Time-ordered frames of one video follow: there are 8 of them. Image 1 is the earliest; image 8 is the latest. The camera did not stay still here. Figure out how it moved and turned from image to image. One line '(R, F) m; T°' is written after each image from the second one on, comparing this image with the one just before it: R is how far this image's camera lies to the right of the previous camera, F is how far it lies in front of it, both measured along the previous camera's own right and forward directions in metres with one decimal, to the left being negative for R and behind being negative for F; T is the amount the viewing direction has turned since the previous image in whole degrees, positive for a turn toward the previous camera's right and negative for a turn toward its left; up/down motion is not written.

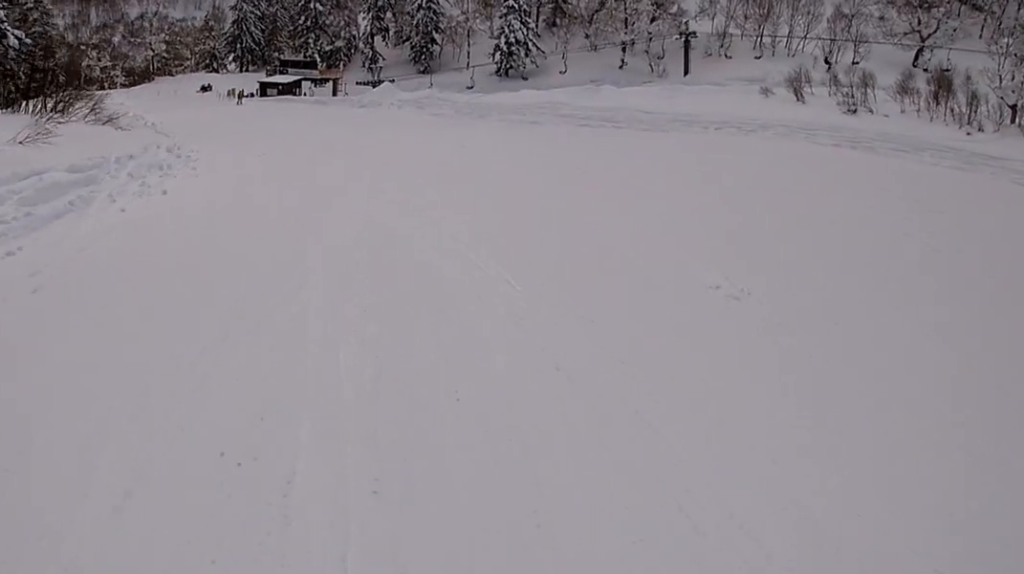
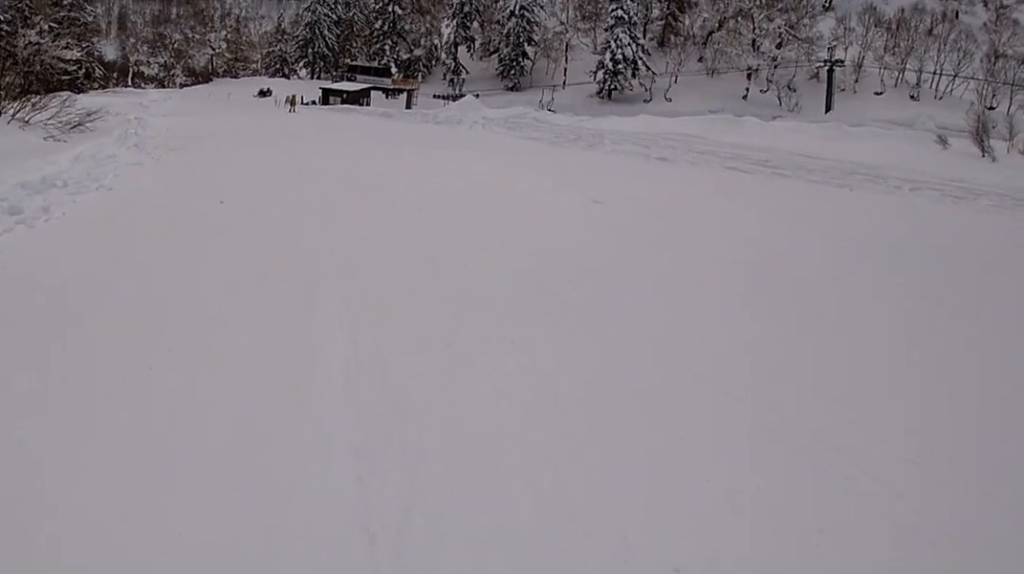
(-2.8, +11.2) m; -24°
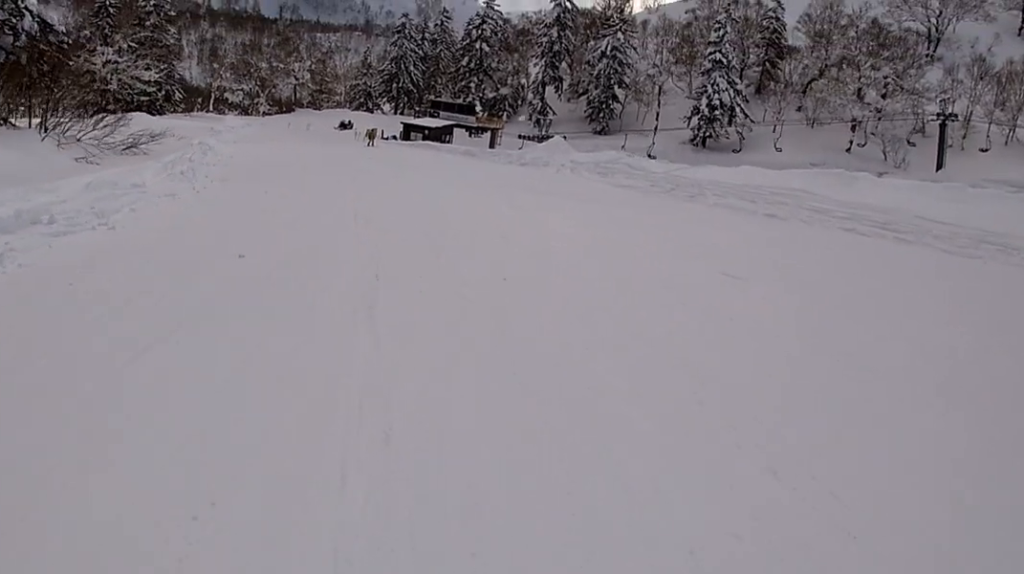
(-0.4, +3.3) m; -3°
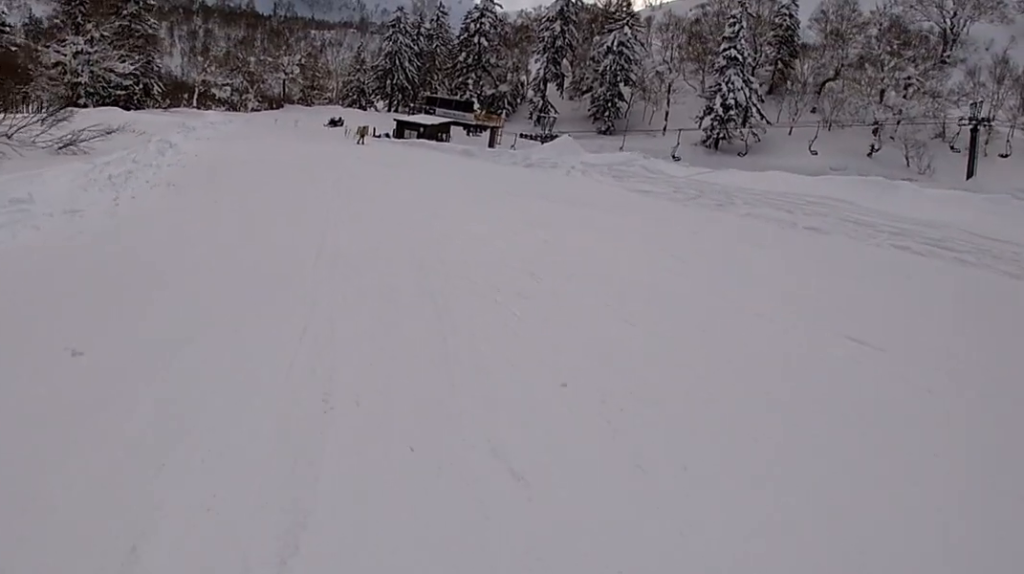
(+0.5, +4.5) m; -1°
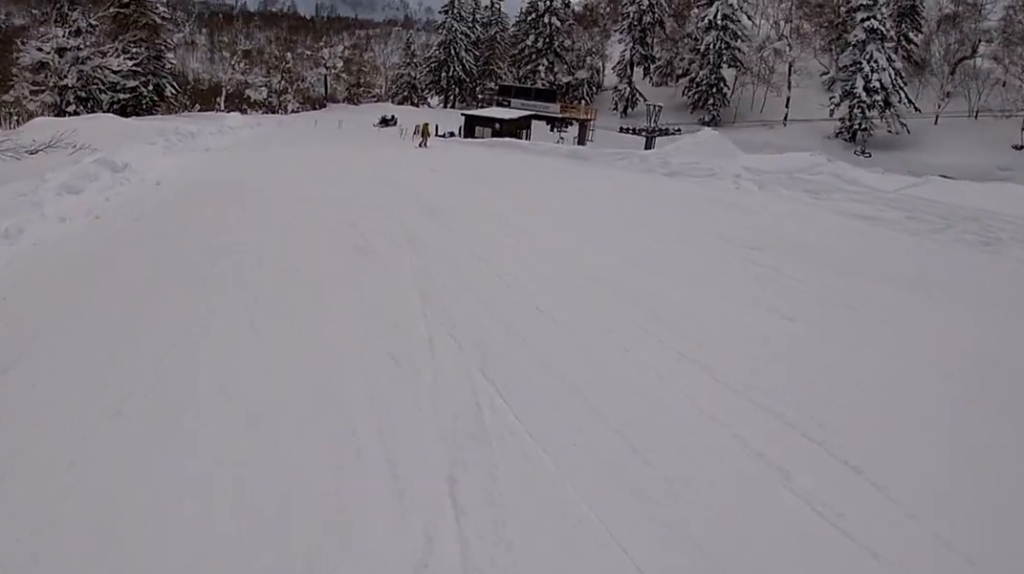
(-1.7, +12.5) m; -11°
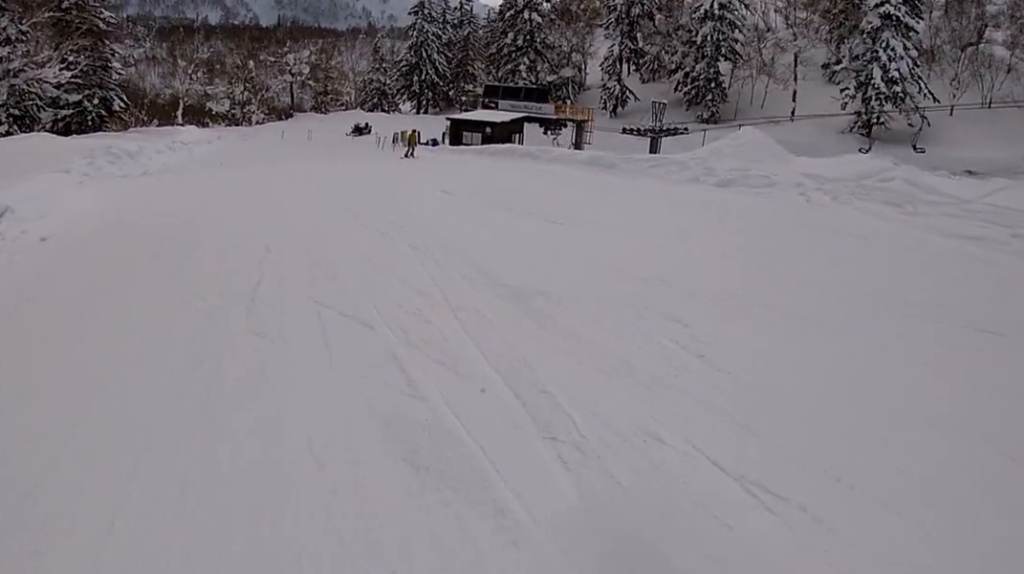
(-0.1, +6.0) m; +3°
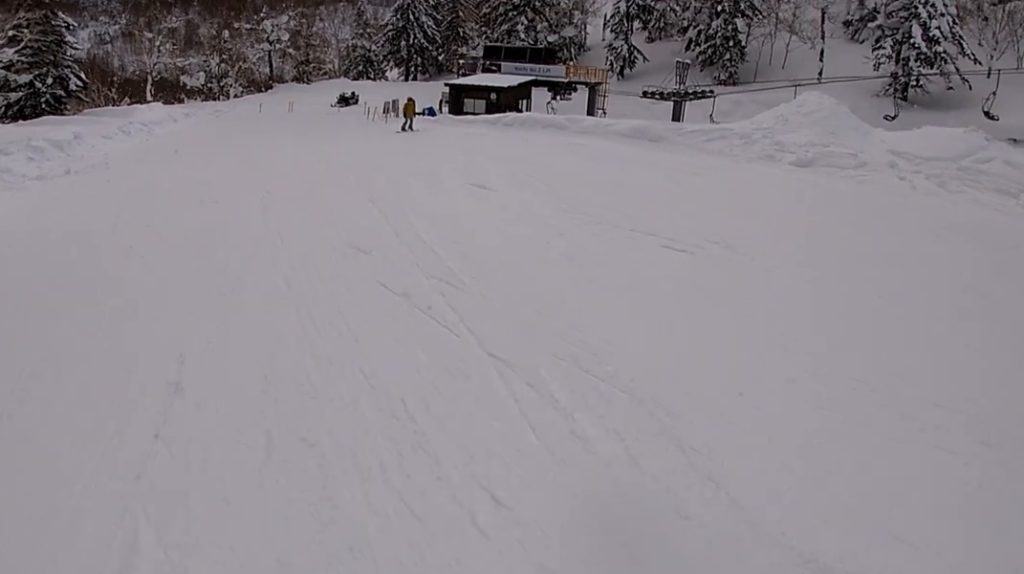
(0.0, +5.1) m; +8°
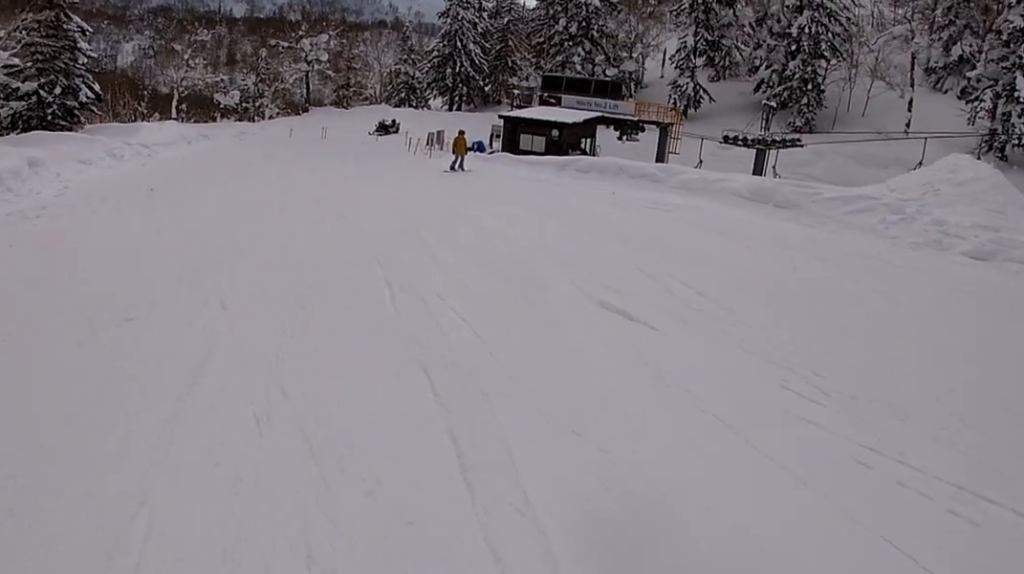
(+0.7, +5.4) m; +2°
